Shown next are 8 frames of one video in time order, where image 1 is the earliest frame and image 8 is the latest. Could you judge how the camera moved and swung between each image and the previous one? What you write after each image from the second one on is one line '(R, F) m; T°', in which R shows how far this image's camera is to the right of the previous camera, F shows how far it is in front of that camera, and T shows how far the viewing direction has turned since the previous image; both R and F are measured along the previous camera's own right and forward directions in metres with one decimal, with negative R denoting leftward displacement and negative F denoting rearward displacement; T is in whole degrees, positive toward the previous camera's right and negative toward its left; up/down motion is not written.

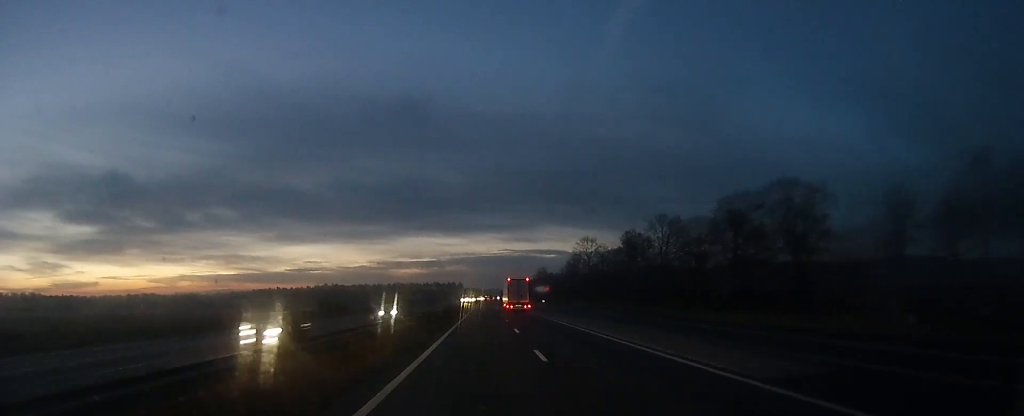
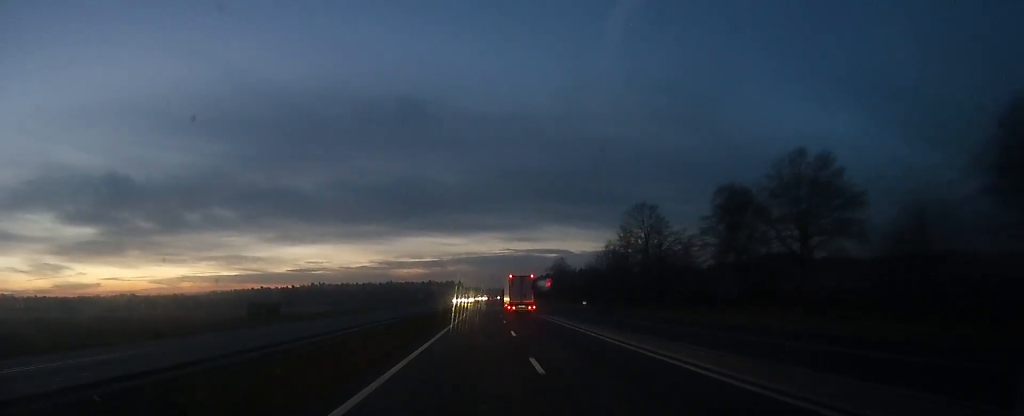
(+1.6, +50.4) m; +1°
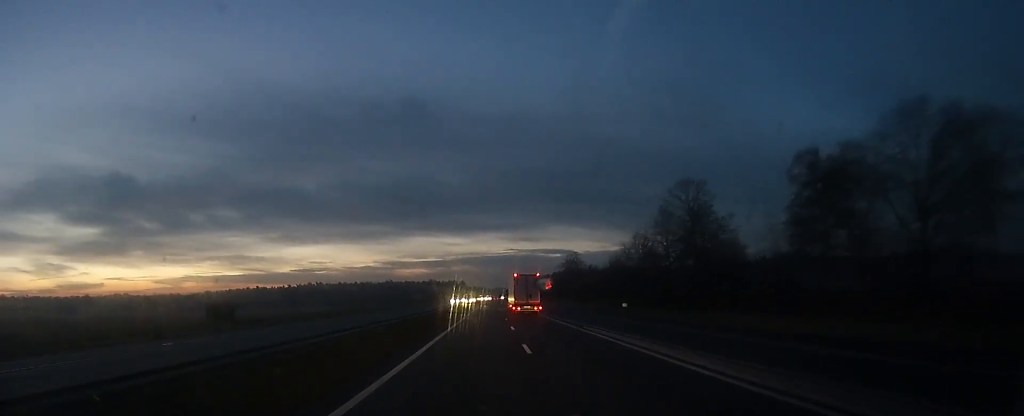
(-0.5, +19.5) m; -2°
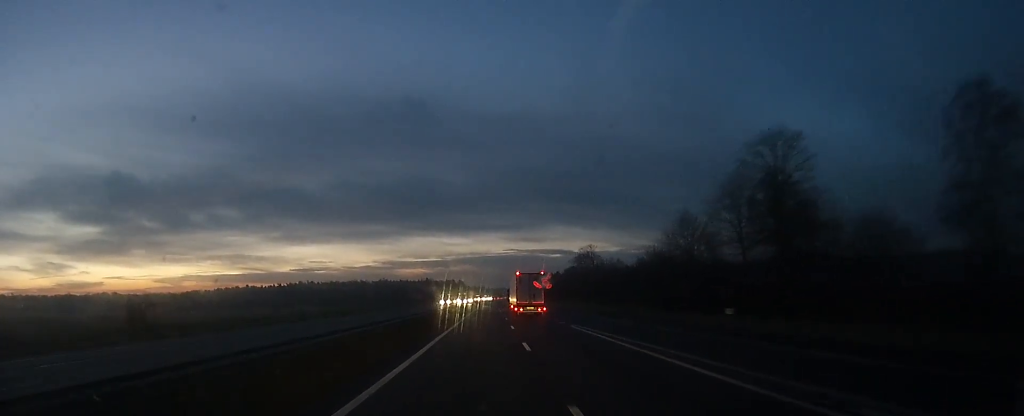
(0.0, +23.1) m; 0°
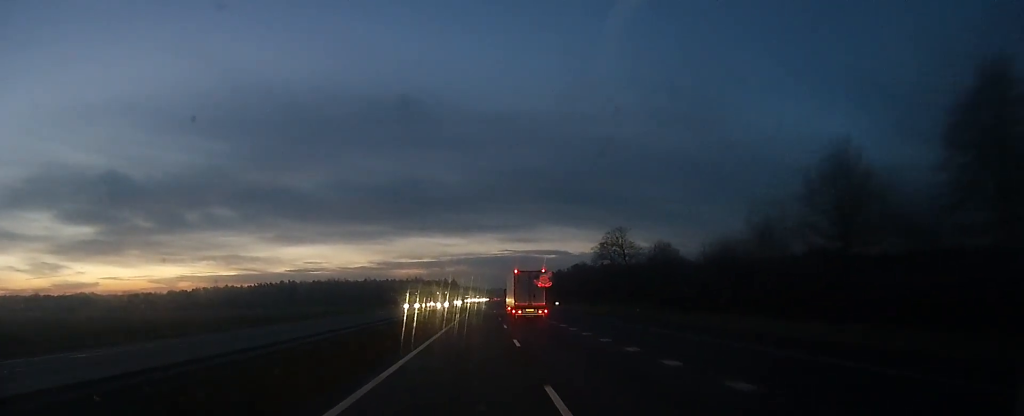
(0.0, +33.9) m; 0°
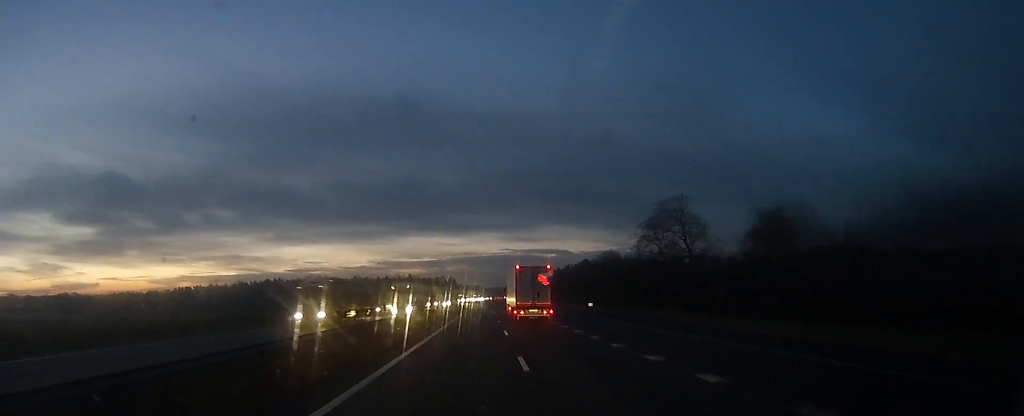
(0.0, +30.7) m; 0°
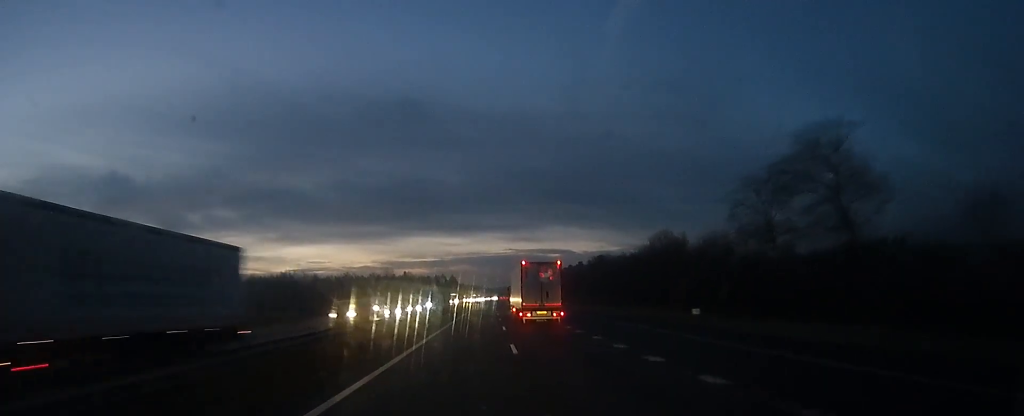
(0.0, +31.8) m; 0°
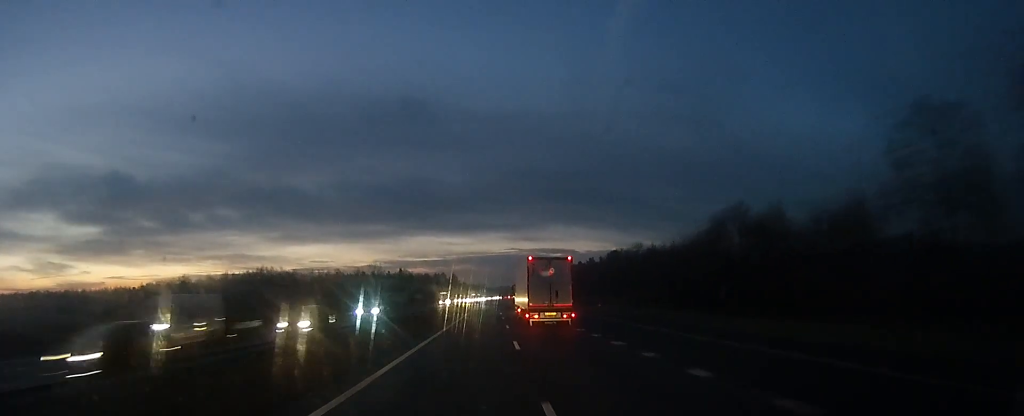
(0.0, +22.7) m; 0°
